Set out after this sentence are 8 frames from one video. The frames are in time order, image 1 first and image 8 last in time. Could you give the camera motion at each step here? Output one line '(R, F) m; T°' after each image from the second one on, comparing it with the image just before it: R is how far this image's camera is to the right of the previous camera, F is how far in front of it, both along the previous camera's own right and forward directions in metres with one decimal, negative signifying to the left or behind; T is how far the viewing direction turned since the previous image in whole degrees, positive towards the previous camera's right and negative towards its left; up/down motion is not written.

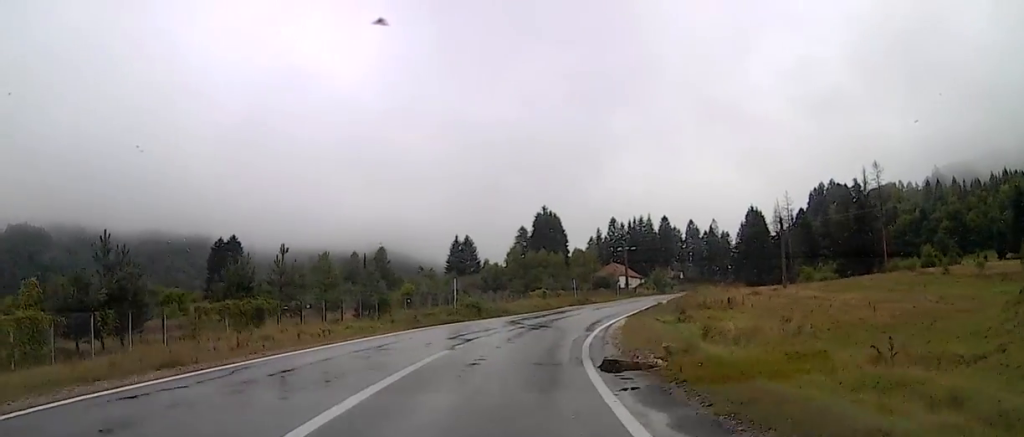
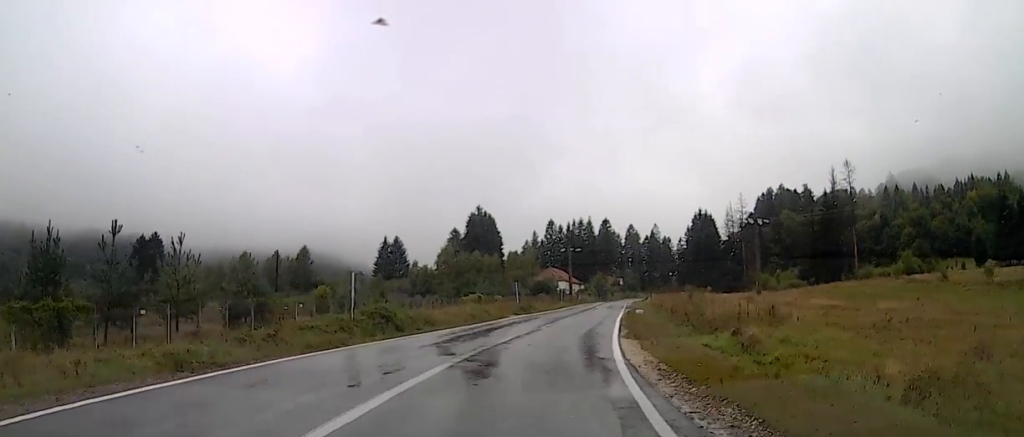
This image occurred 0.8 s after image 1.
(+0.6, +15.7) m; +5°
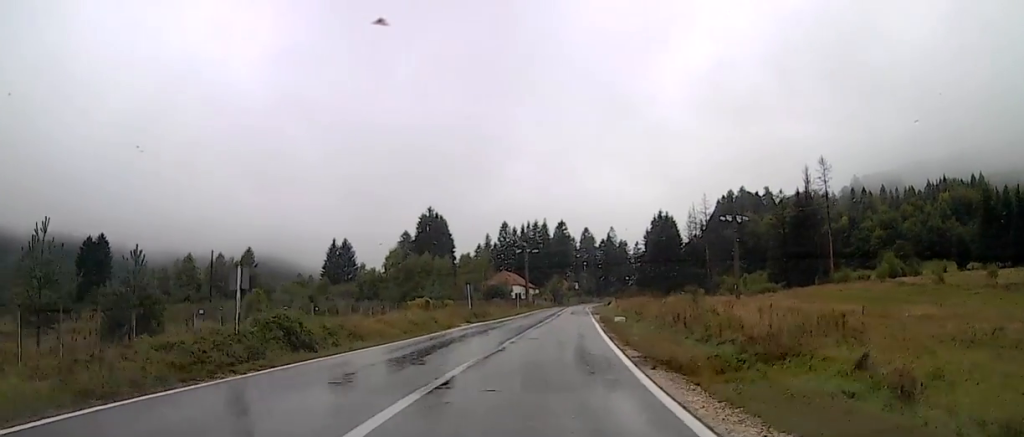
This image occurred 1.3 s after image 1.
(+0.2, +9.2) m; +3°
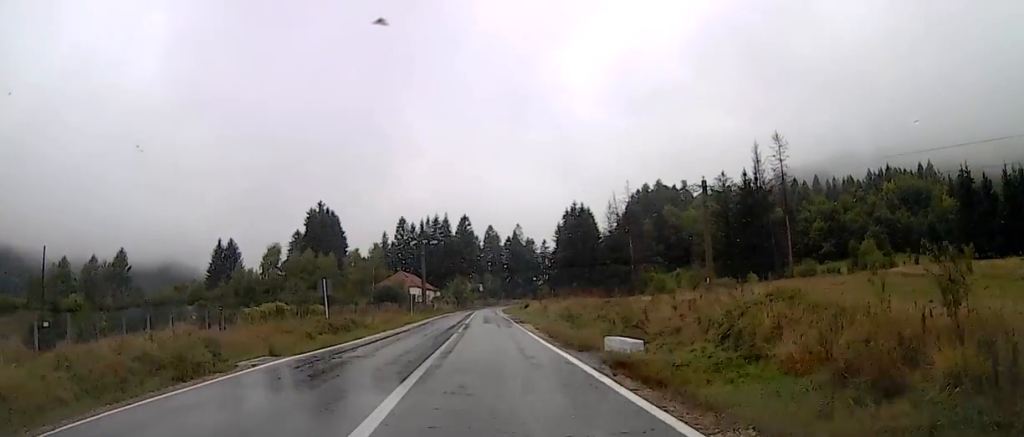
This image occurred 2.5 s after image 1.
(+1.3, +21.2) m; +6°
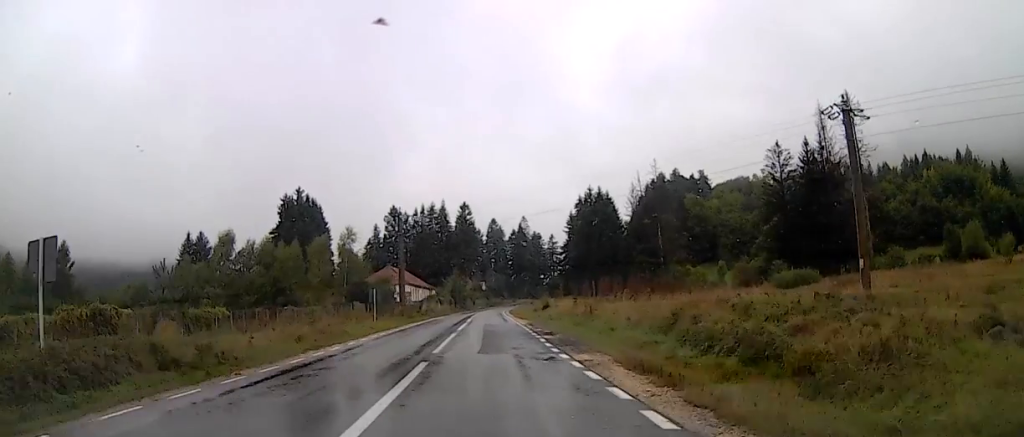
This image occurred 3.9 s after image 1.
(+0.6, +24.4) m; +2°
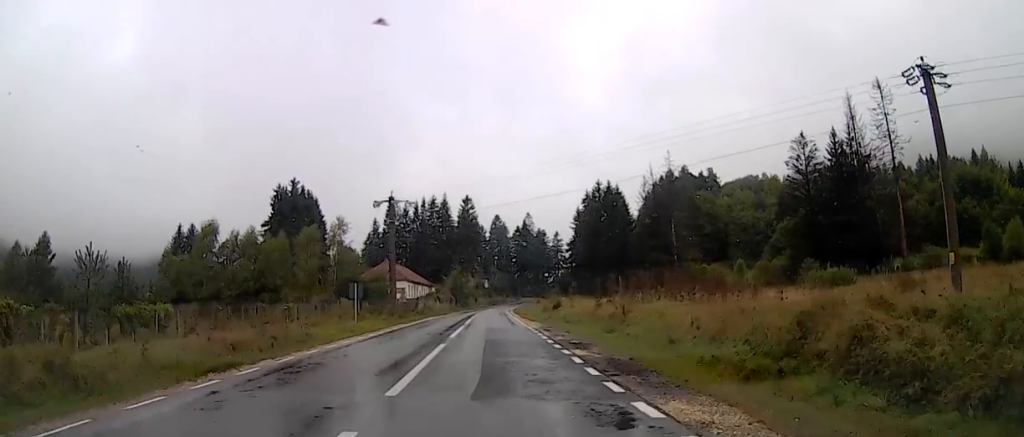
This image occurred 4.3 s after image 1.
(-0.1, +7.9) m; 0°
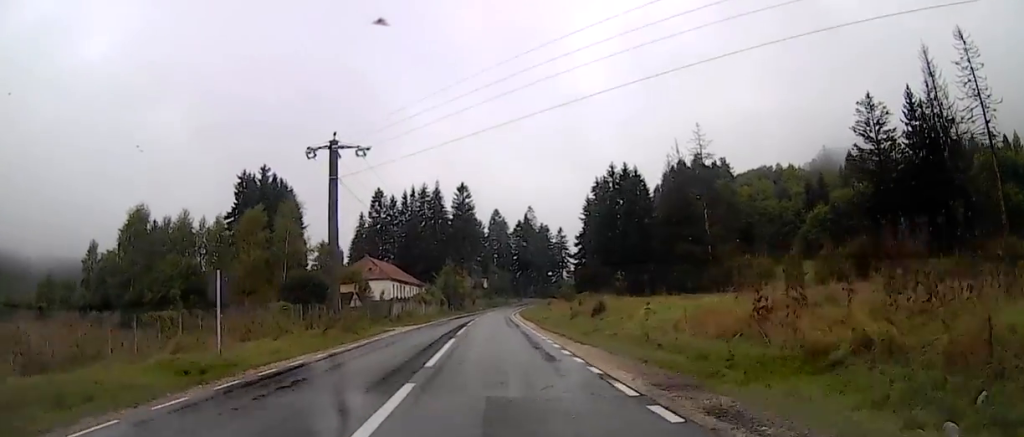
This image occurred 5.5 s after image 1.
(+0.4, +21.0) m; +1°
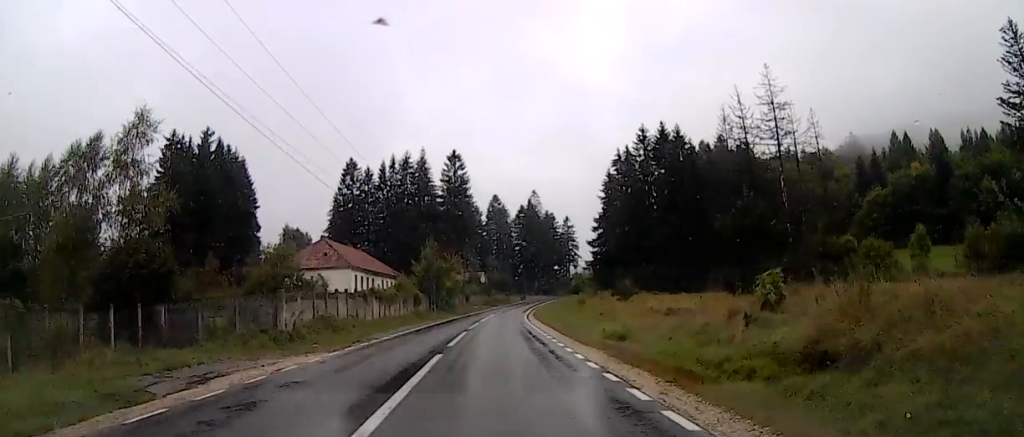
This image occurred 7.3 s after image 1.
(-0.6, +32.0) m; -1°
